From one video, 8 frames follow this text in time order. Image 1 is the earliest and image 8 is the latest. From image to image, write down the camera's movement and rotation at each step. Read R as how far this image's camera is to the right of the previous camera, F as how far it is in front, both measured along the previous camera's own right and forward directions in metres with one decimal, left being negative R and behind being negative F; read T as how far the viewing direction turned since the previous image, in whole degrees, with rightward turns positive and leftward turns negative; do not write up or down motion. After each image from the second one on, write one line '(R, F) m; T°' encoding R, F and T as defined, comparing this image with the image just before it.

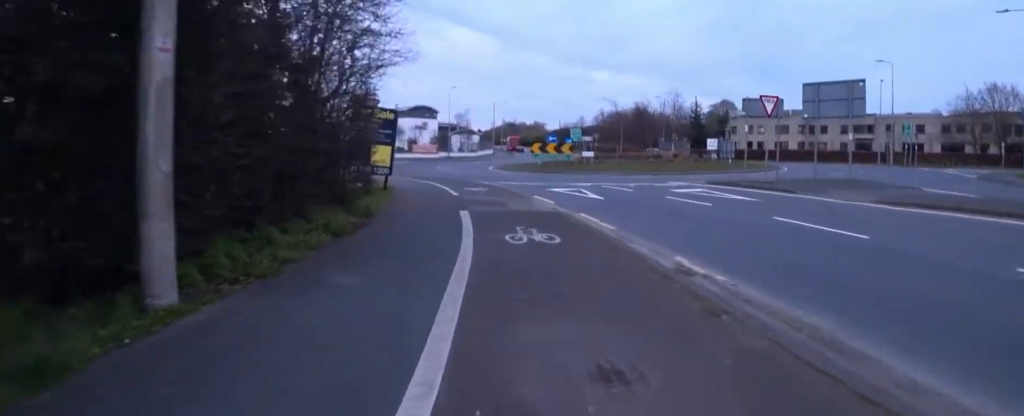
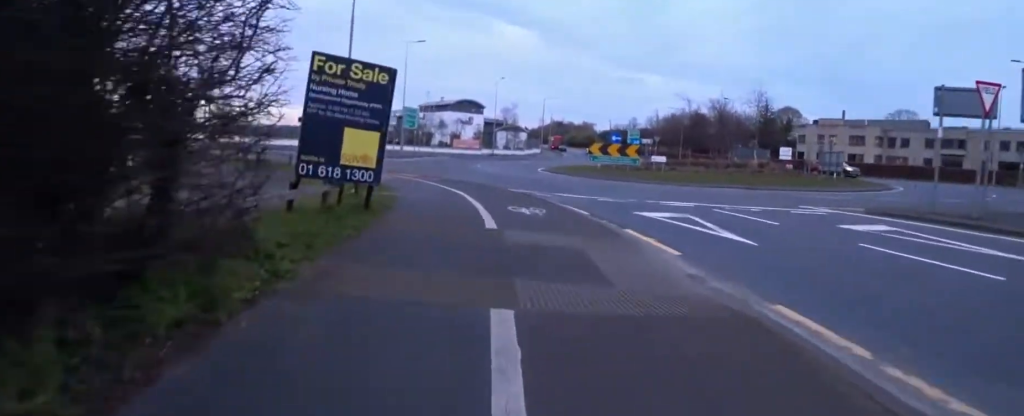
(+0.4, +5.3) m; -1°
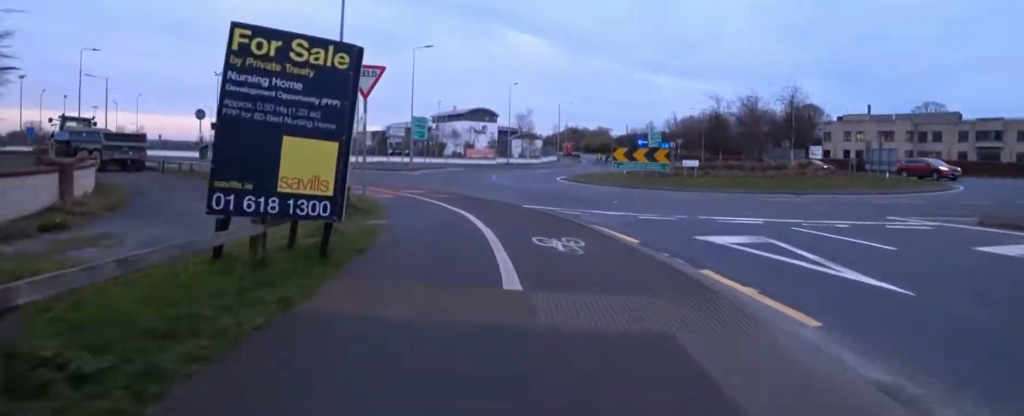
(-0.3, +2.2) m; -6°
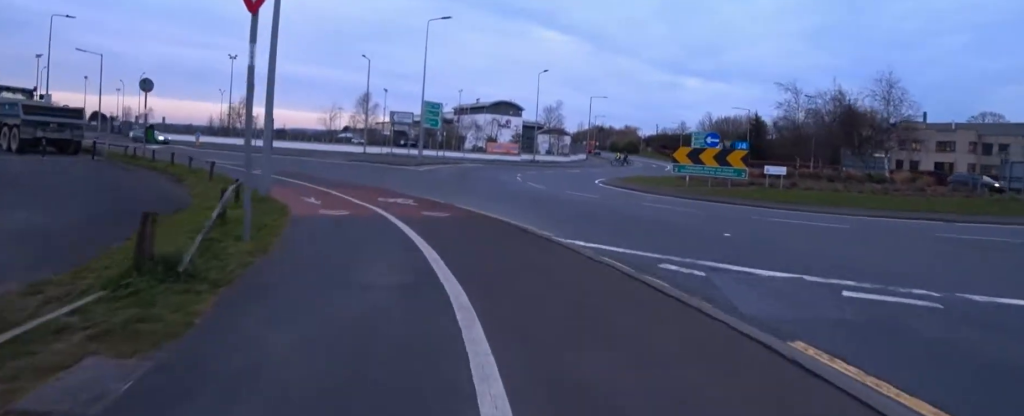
(-0.6, +5.8) m; -13°
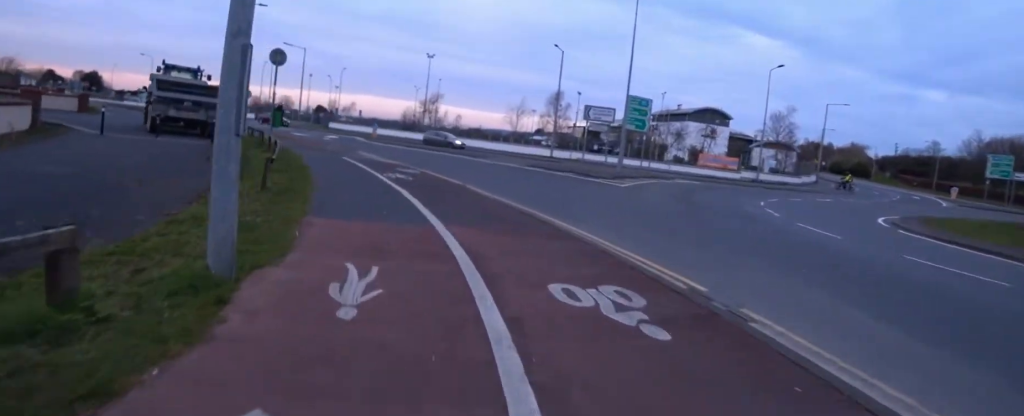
(-1.0, +6.5) m; -16°
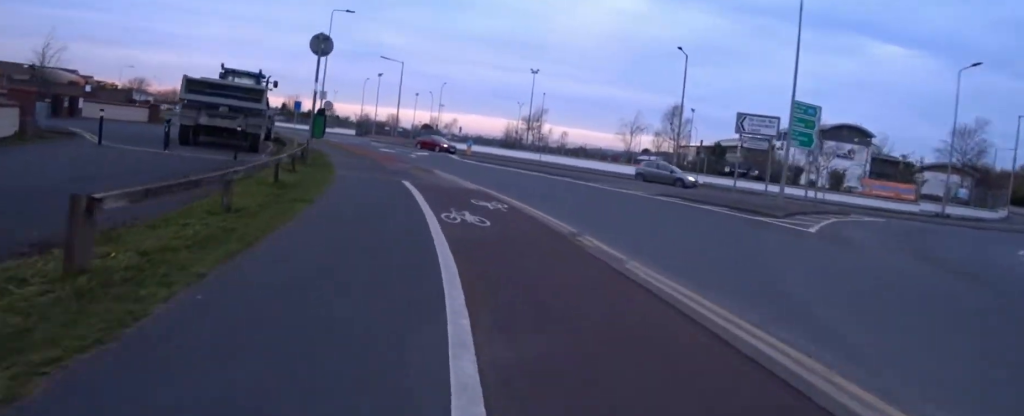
(-0.4, +4.4) m; -6°
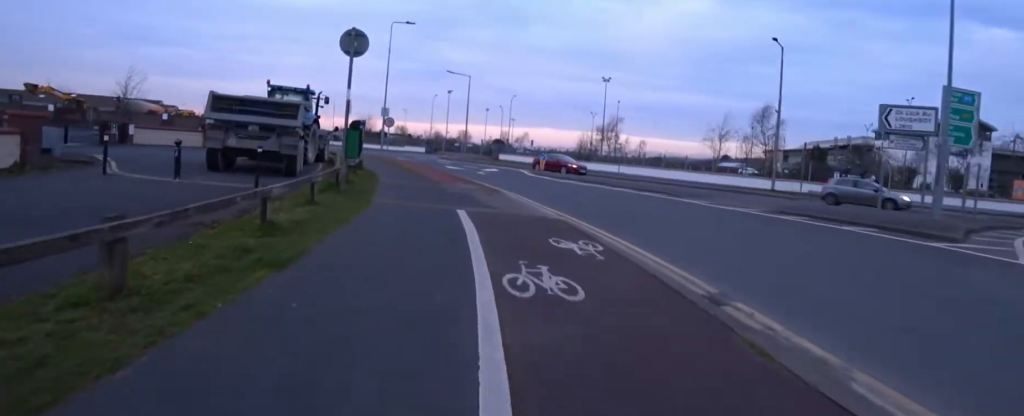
(0.0, +2.2) m; -1°
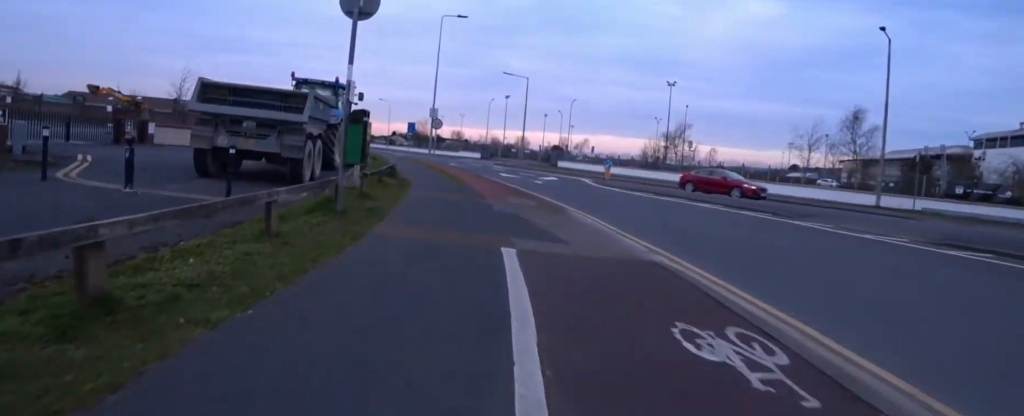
(0.0, +2.4) m; +2°
